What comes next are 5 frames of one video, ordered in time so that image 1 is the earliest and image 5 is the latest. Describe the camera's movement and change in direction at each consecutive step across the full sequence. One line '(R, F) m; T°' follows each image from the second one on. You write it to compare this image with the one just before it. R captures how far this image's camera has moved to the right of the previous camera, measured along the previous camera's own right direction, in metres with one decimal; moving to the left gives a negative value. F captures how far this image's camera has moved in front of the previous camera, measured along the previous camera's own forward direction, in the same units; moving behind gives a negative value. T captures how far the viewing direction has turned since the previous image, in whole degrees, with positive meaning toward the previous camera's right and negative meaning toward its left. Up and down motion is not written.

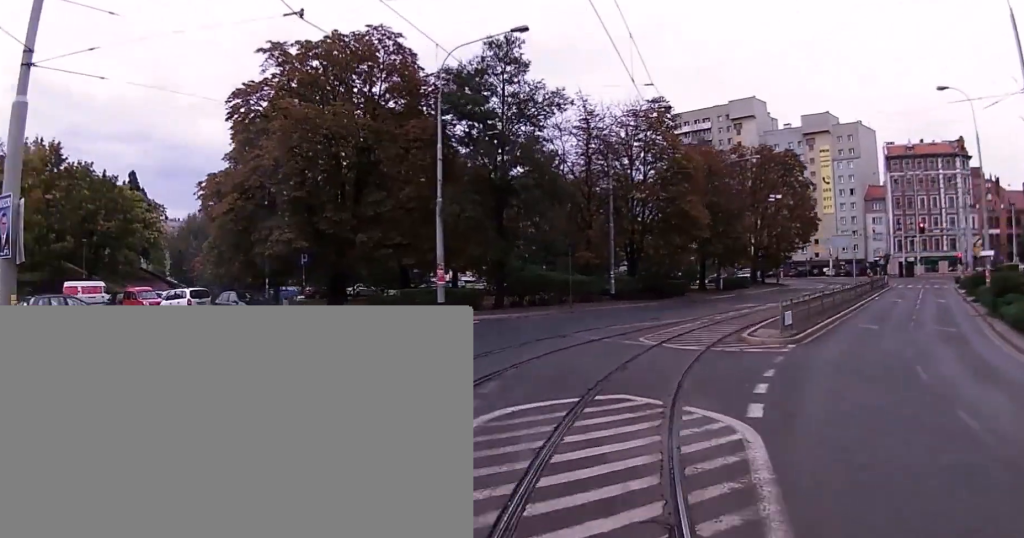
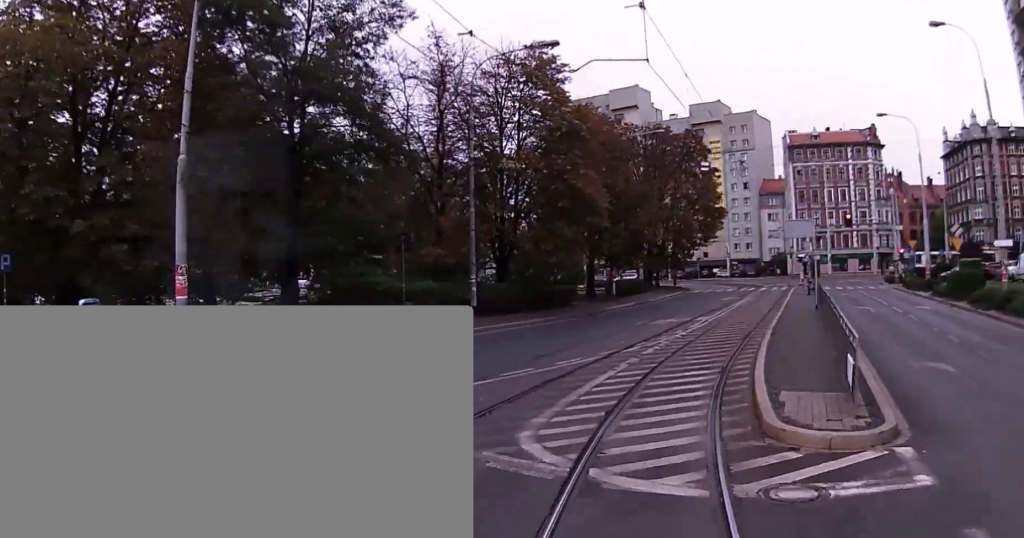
(+0.1, +12.0) m; +6°
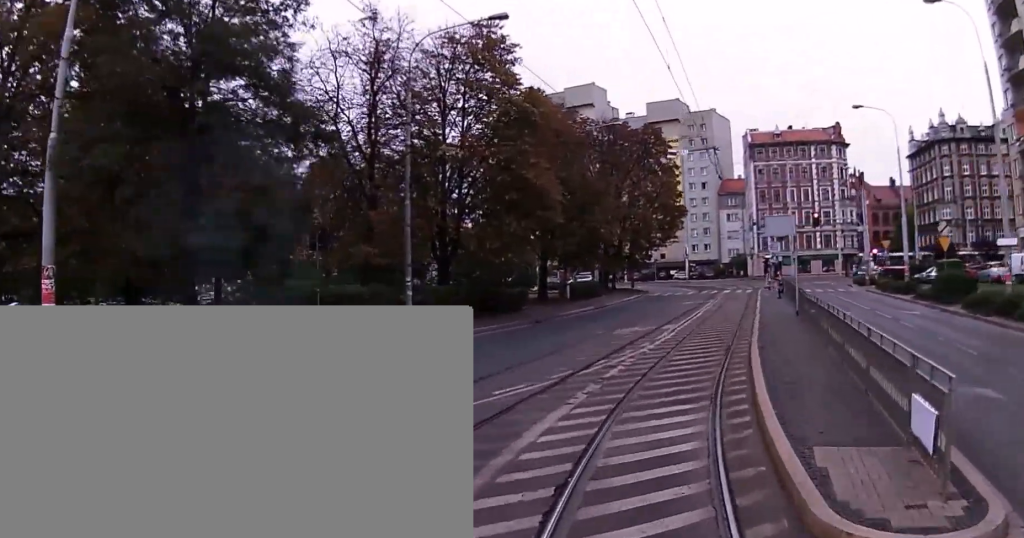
(-0.1, +3.2) m; +4°
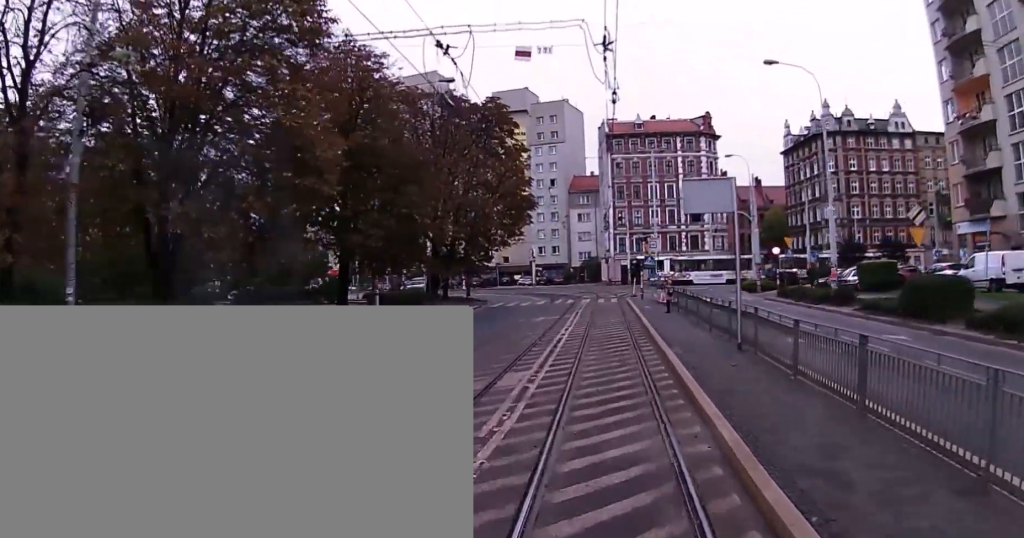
(+2.2, +12.0) m; +15°
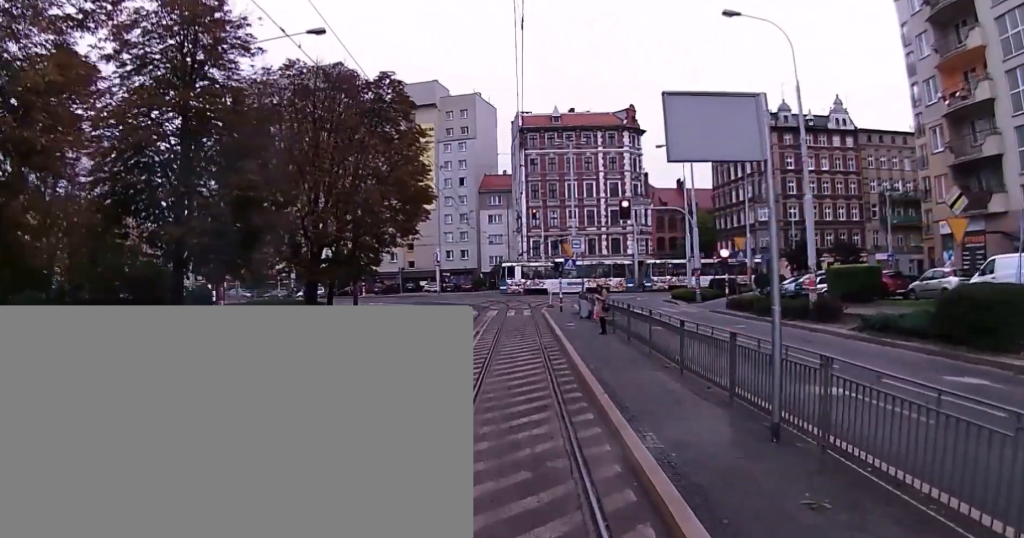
(+0.5, +10.3) m; +4°
